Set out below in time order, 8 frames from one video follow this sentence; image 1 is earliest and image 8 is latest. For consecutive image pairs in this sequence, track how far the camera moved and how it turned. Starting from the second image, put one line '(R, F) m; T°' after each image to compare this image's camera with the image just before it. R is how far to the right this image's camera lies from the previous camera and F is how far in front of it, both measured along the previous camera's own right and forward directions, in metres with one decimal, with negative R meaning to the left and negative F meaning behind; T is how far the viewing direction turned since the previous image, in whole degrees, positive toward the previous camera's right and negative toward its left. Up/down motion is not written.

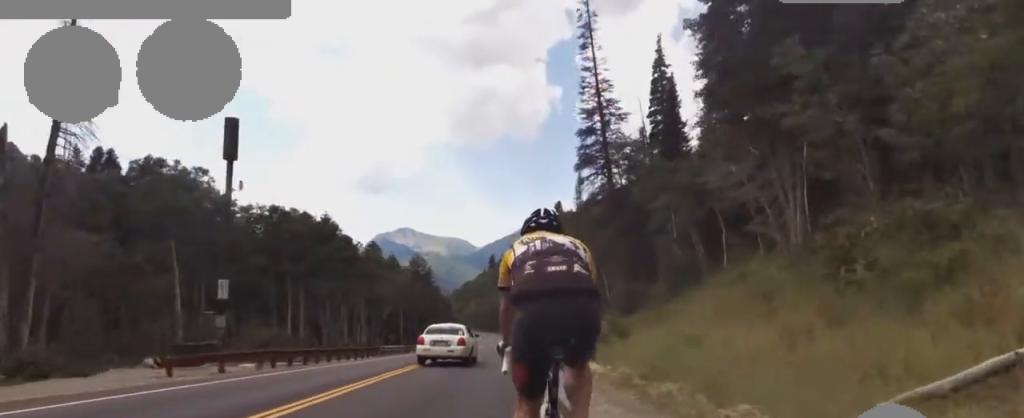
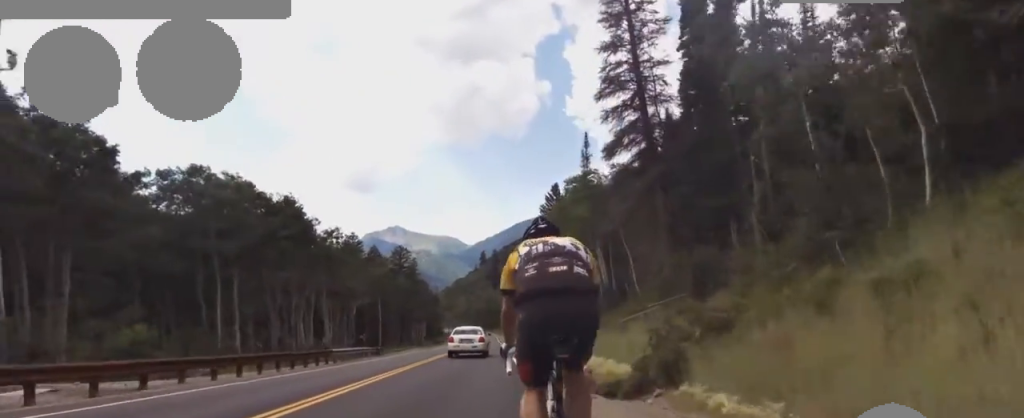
(-0.2, +12.4) m; -3°
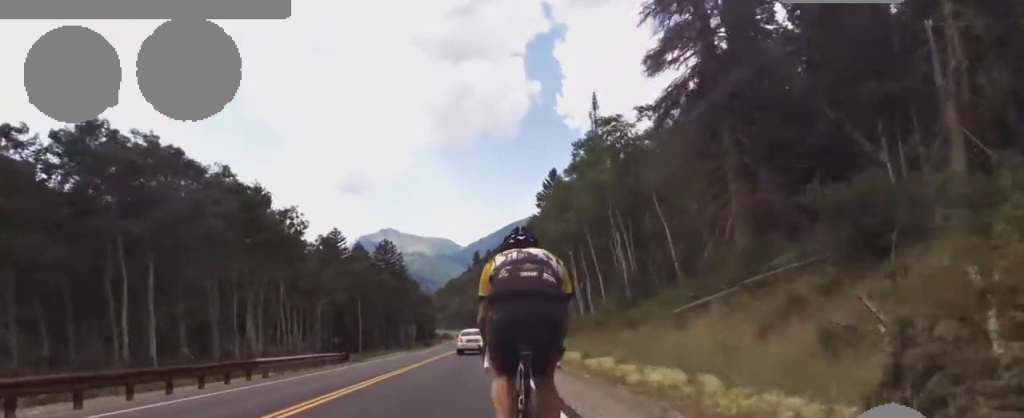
(-0.5, +9.9) m; -3°
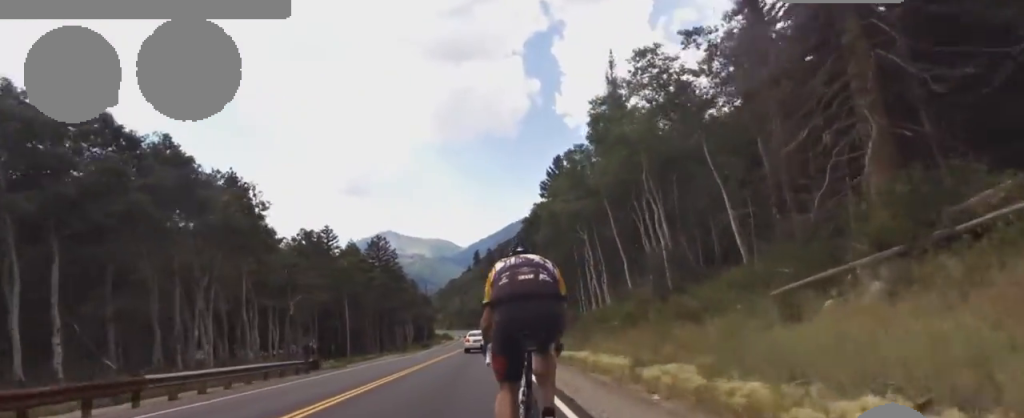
(0.0, +7.5) m; +2°
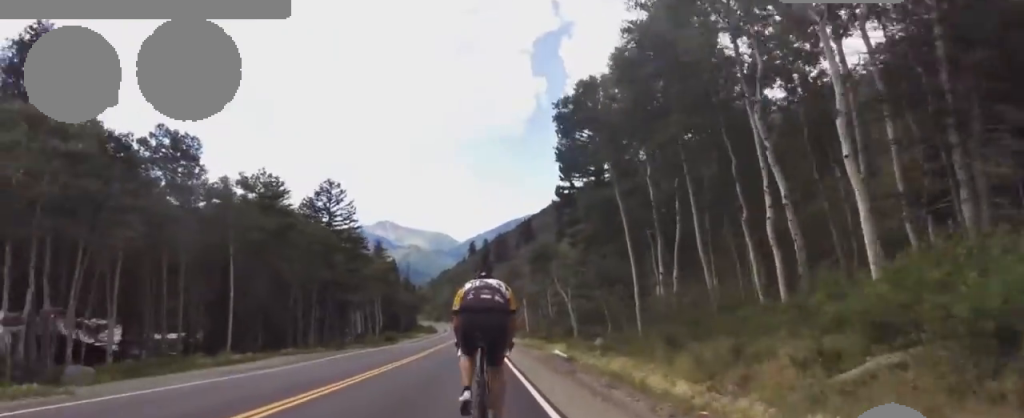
(+1.1, +30.1) m; 0°
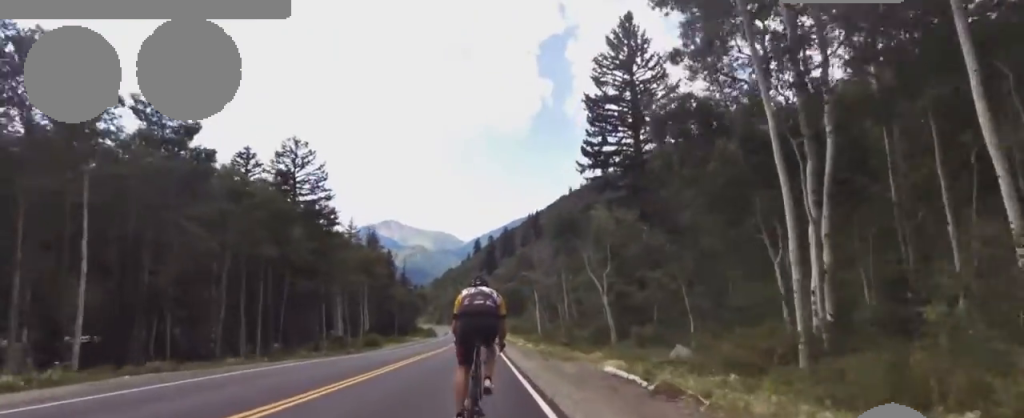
(-0.8, +15.2) m; 0°
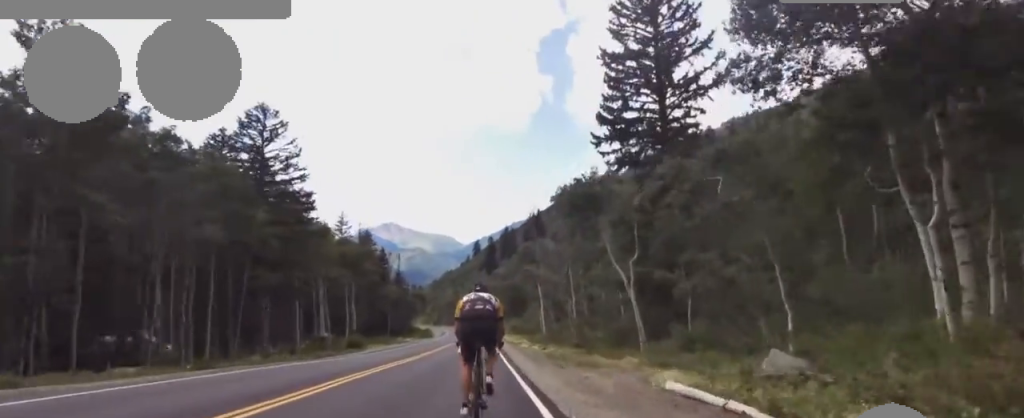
(+0.9, +7.9) m; 0°
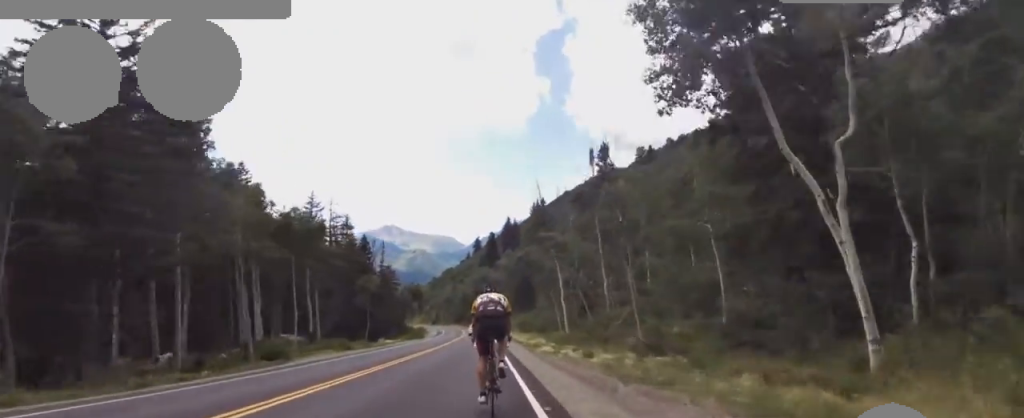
(-1.1, +20.0) m; 0°
